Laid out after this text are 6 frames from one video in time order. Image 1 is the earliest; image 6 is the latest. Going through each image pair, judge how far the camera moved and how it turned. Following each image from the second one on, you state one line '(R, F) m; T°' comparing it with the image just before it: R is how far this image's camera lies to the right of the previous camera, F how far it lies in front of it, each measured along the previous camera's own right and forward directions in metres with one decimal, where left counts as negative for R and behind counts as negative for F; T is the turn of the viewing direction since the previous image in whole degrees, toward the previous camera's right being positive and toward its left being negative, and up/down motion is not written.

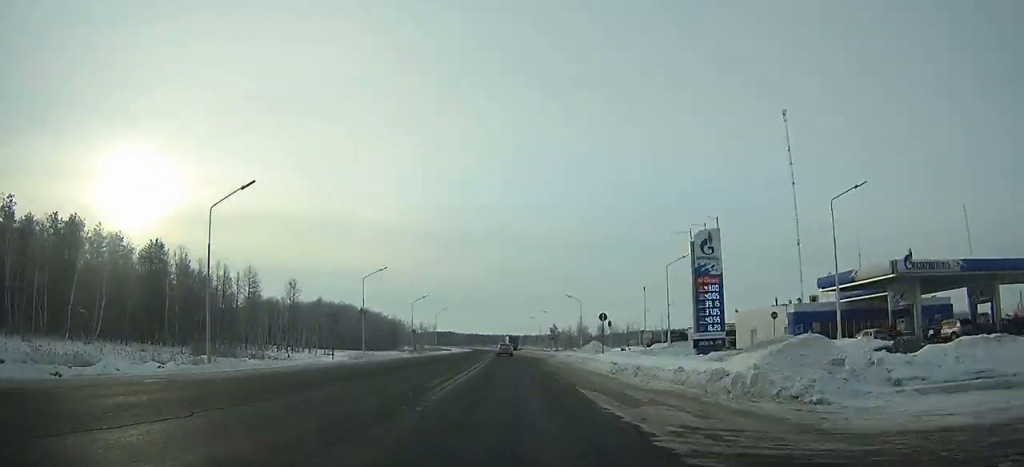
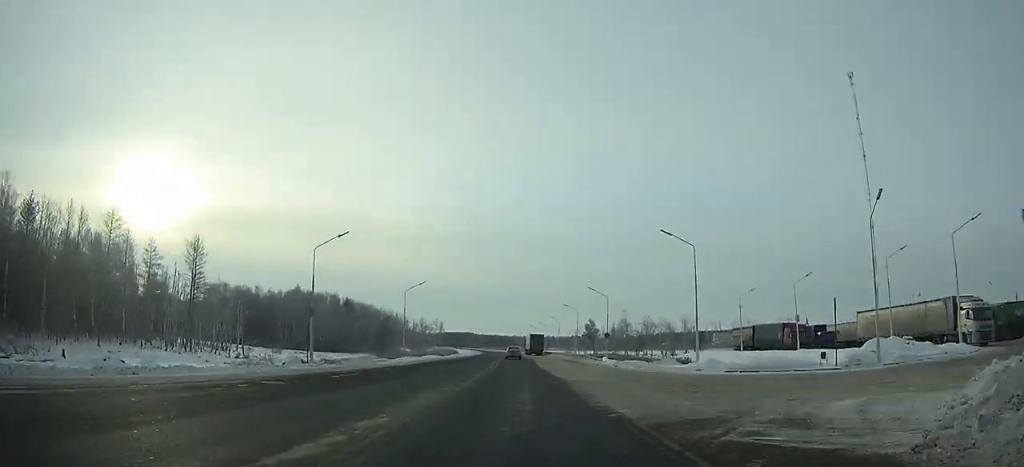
(-0.5, +51.3) m; -1°
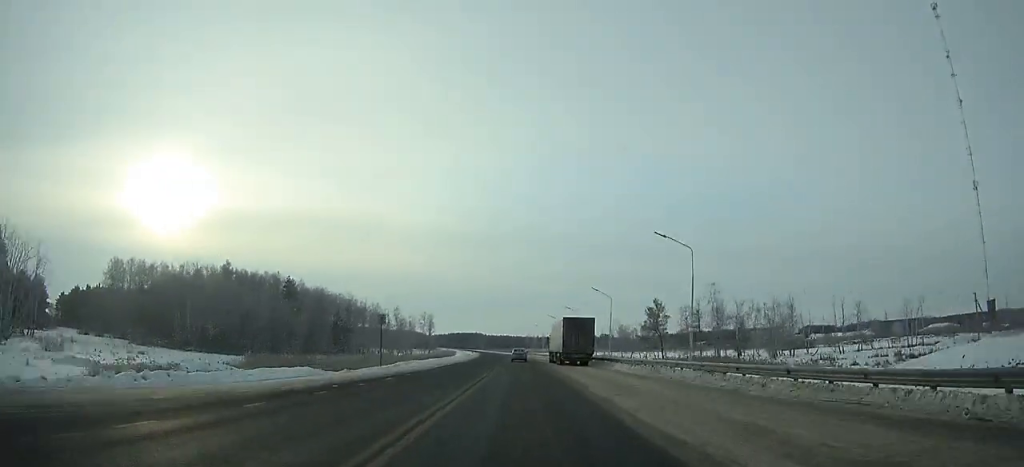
(-0.6, +62.6) m; -1°
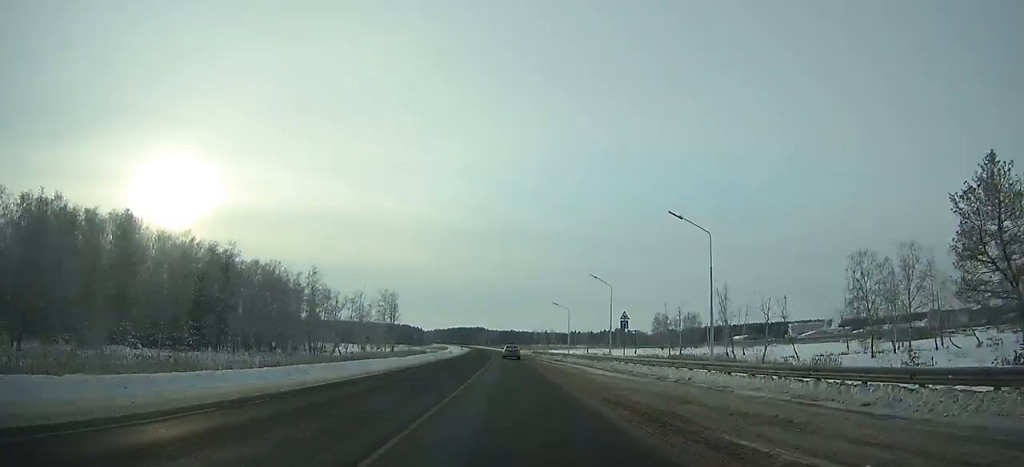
(-0.8, +66.4) m; -2°
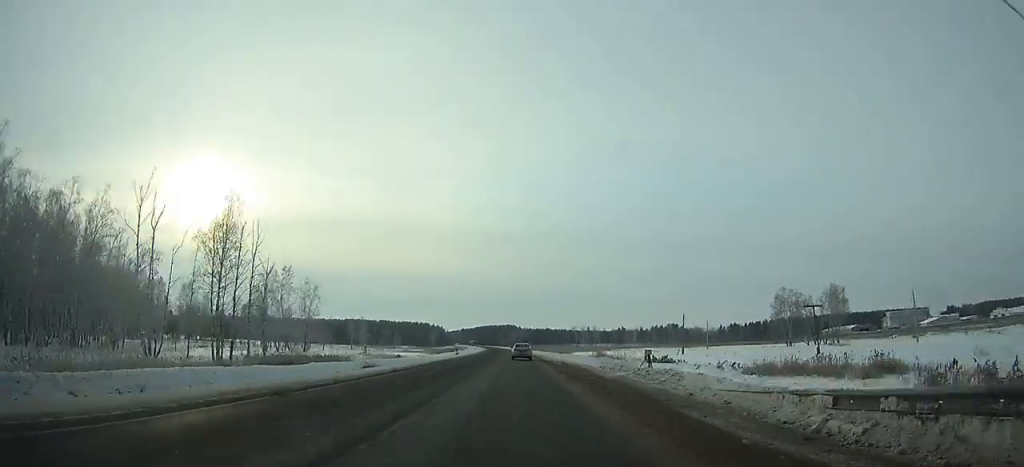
(-2.1, +82.6) m; -3°
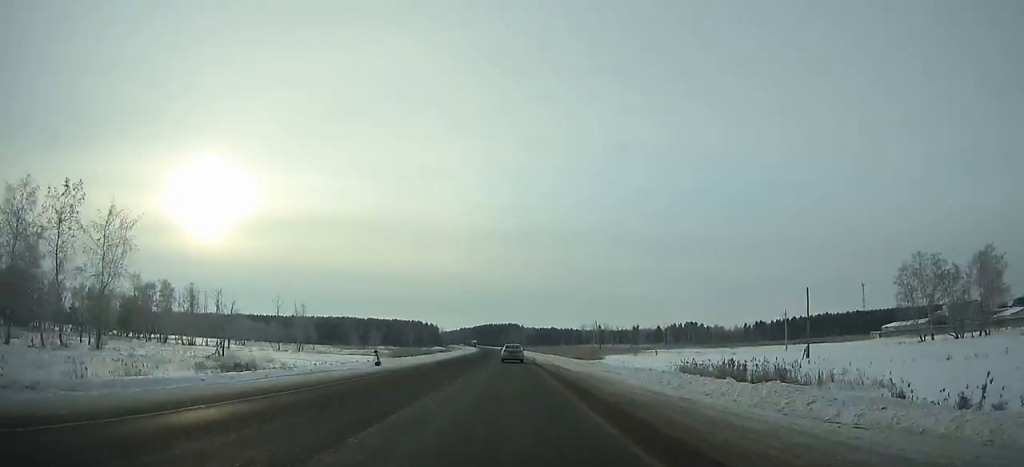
(-0.5, +50.3) m; -1°
